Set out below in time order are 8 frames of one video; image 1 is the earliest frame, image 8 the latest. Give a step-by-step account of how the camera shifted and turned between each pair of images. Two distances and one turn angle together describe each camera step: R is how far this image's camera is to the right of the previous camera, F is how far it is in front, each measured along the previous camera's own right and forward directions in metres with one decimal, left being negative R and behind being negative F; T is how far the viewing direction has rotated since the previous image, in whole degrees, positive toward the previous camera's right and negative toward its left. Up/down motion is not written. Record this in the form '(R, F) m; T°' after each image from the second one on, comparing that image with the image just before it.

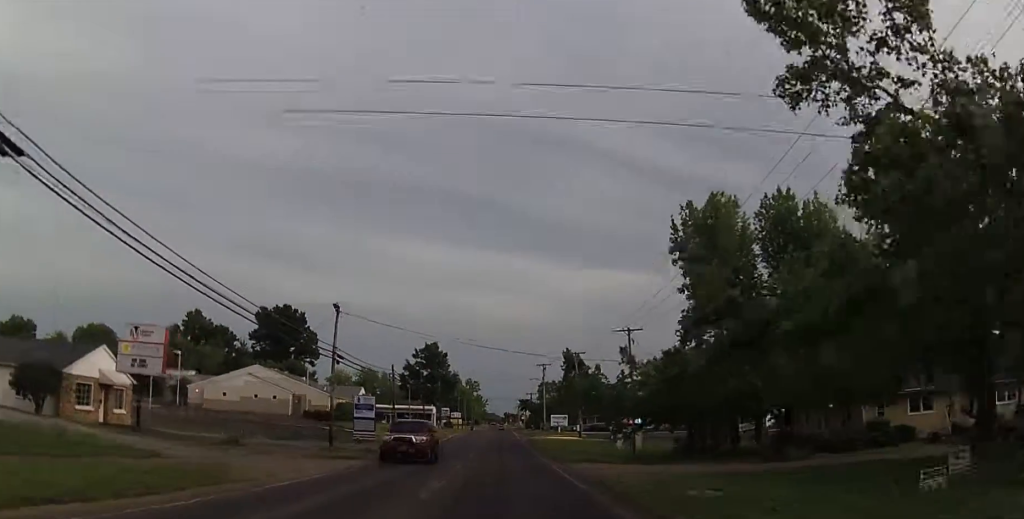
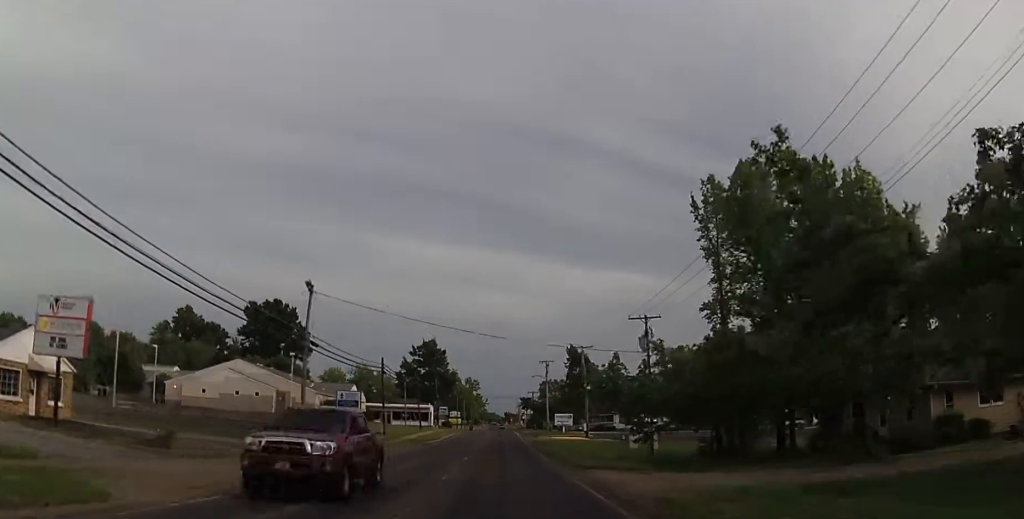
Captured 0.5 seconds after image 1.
(0.0, +6.5) m; 0°
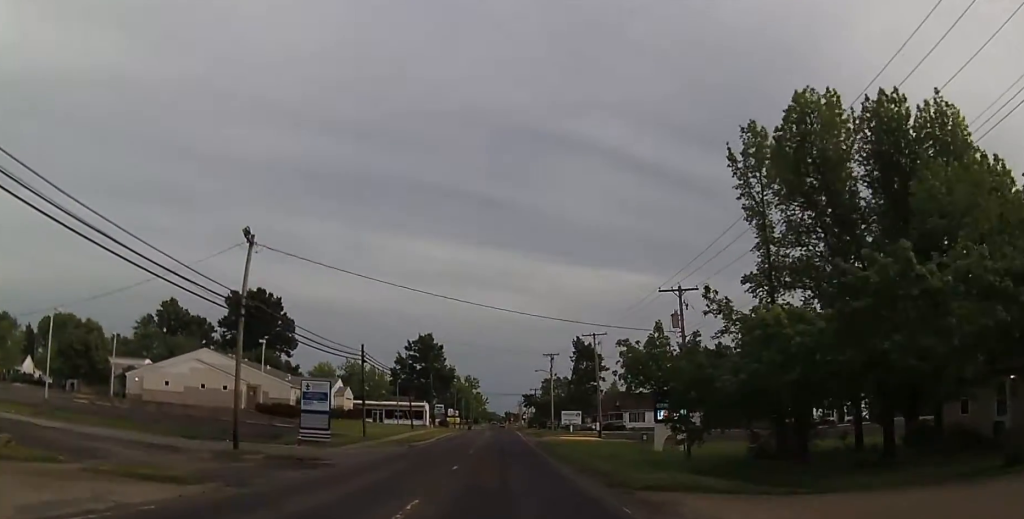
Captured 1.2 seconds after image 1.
(0.0, +9.5) m; 0°
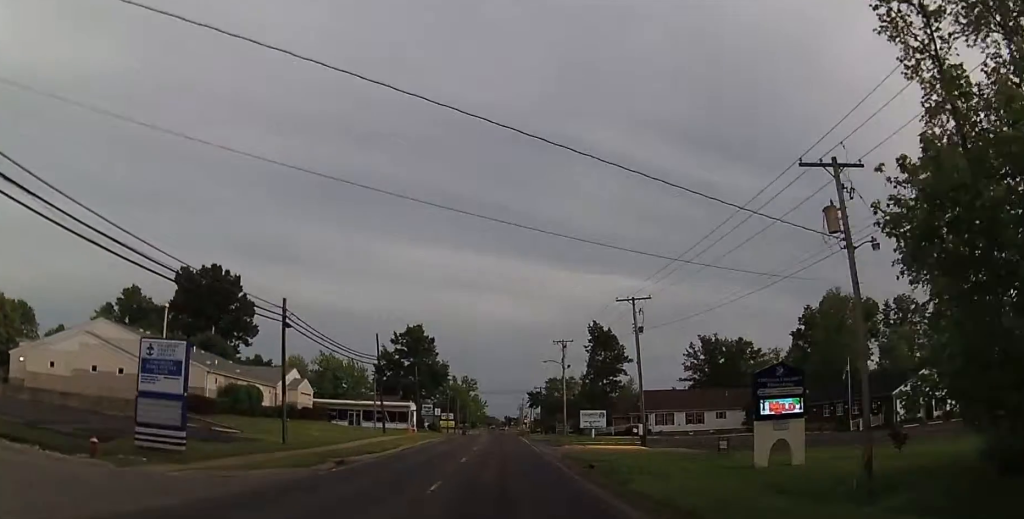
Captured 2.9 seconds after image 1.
(0.0, +21.2) m; 0°
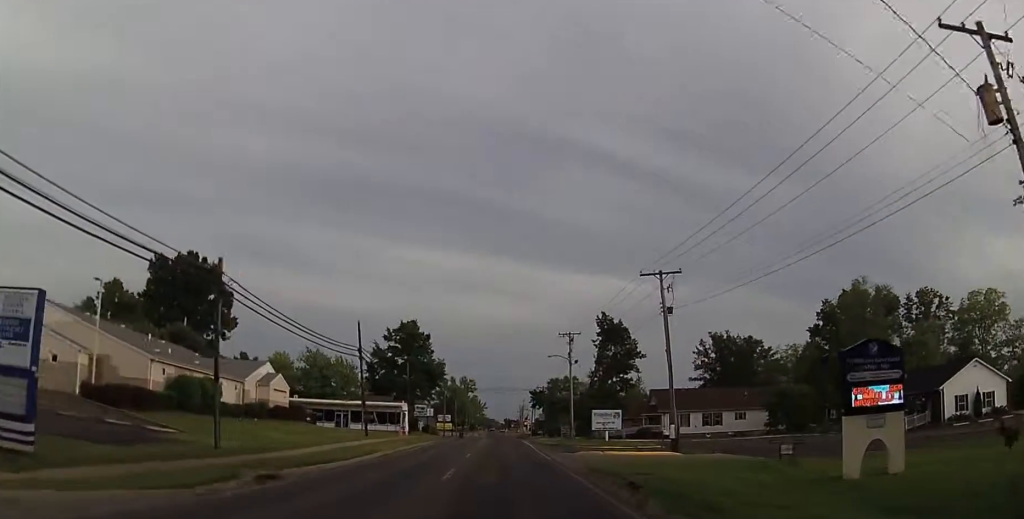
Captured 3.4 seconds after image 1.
(0.0, +7.0) m; 0°
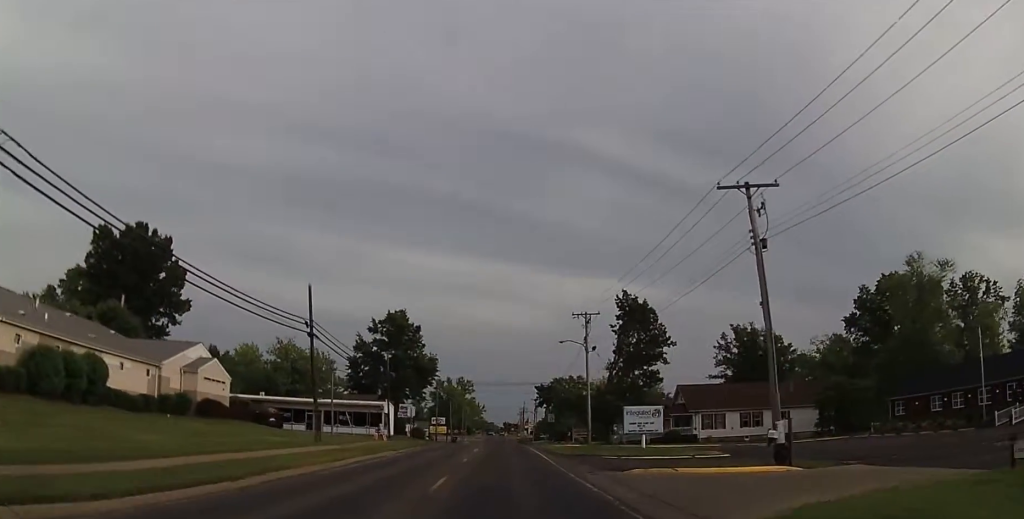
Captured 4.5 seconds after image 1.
(0.0, +14.7) m; 0°
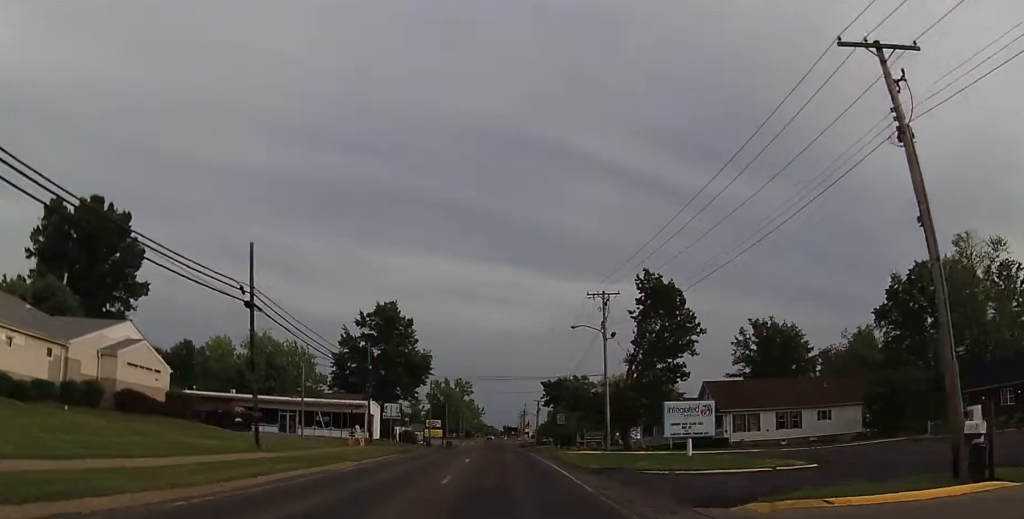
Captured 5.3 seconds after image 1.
(0.0, +10.2) m; 0°
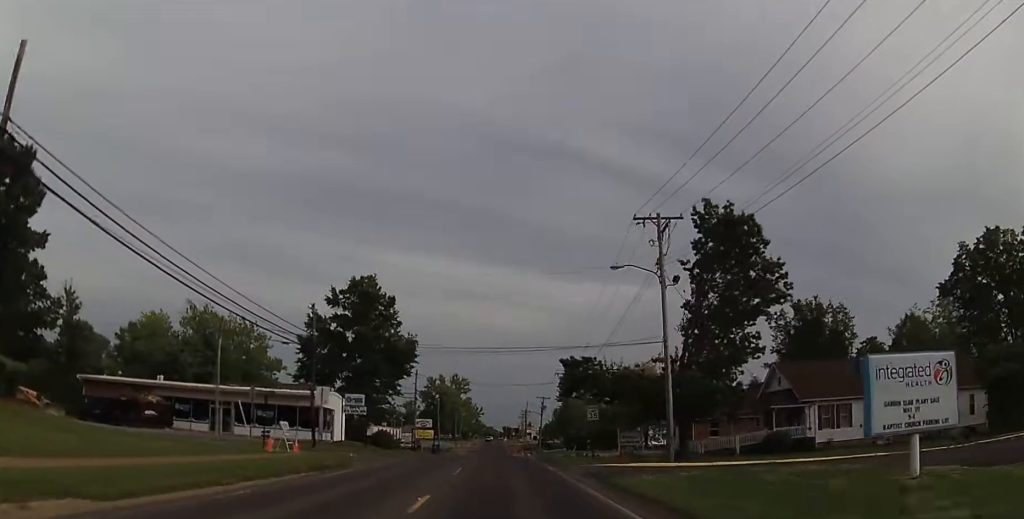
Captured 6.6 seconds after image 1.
(0.0, +17.9) m; 0°
